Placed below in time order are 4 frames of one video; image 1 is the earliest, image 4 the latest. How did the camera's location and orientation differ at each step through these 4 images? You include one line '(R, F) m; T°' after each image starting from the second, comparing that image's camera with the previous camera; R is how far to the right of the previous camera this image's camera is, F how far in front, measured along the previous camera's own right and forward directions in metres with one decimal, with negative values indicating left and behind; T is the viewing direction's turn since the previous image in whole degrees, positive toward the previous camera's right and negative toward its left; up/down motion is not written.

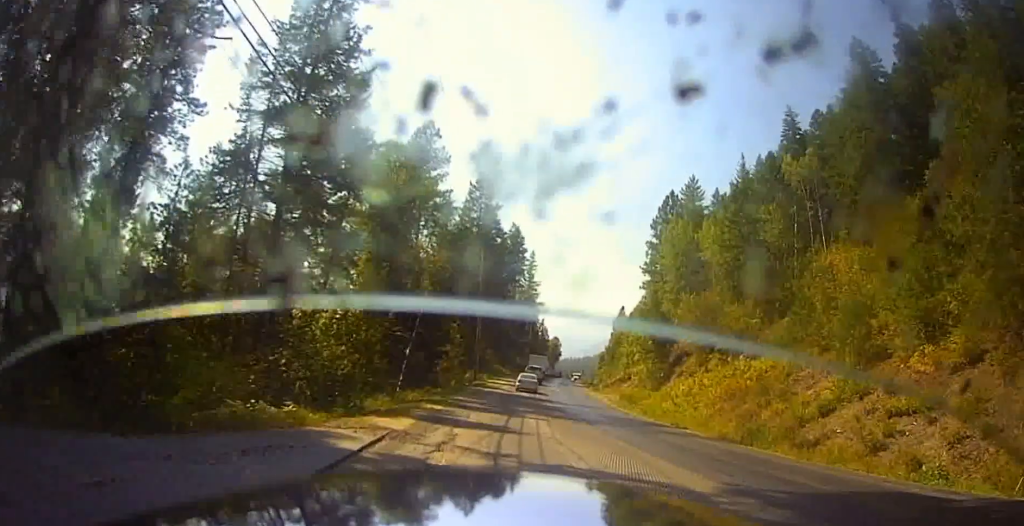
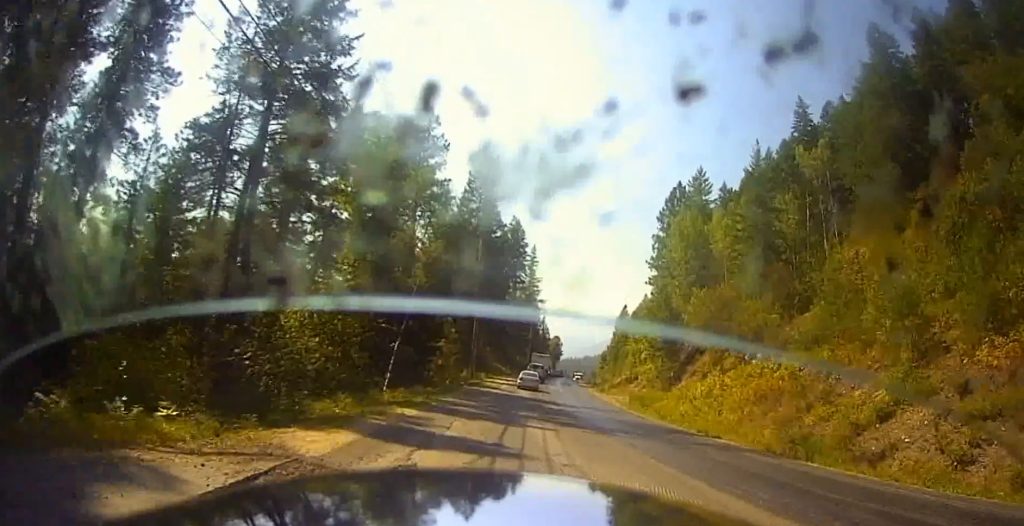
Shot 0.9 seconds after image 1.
(-0.3, +4.6) m; -2°
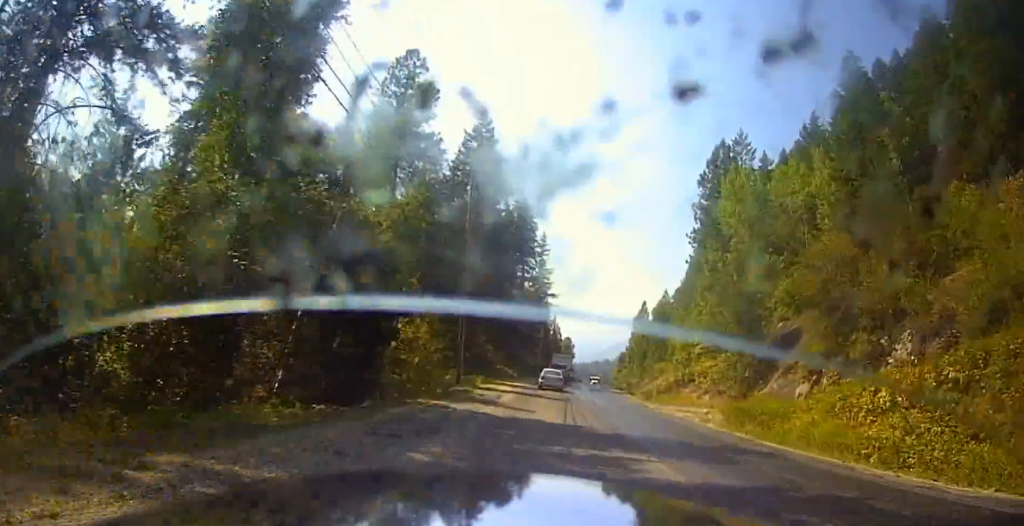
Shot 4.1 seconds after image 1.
(+3.0, +23.3) m; +7°
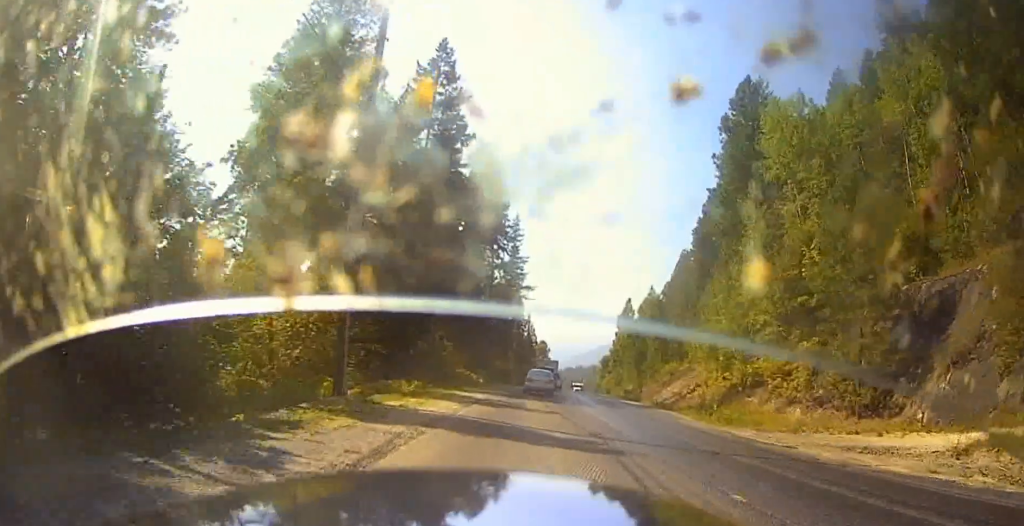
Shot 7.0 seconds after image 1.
(-0.7, +24.9) m; +4°
